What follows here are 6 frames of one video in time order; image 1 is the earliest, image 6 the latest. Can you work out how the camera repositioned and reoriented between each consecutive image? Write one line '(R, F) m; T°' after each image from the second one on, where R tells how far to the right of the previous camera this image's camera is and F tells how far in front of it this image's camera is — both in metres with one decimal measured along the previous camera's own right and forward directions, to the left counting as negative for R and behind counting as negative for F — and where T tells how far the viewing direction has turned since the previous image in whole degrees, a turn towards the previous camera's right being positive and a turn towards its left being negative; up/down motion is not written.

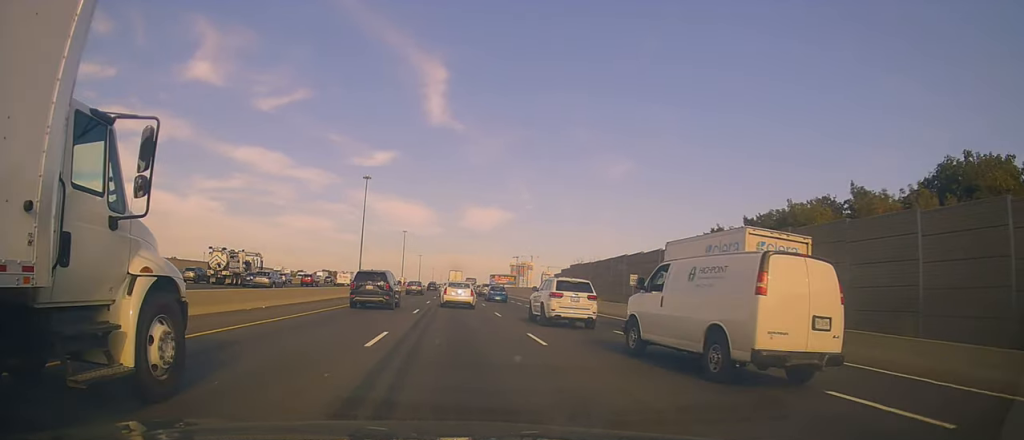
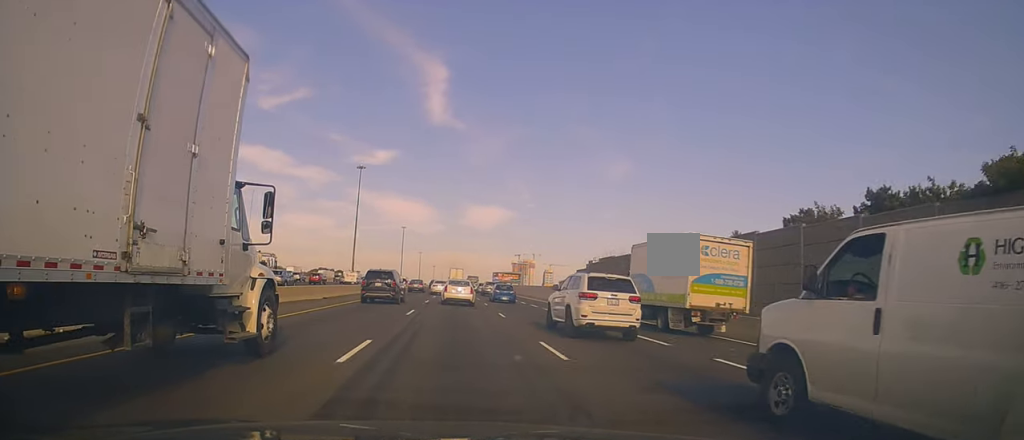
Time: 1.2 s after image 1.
(-0.2, +14.3) m; -2°
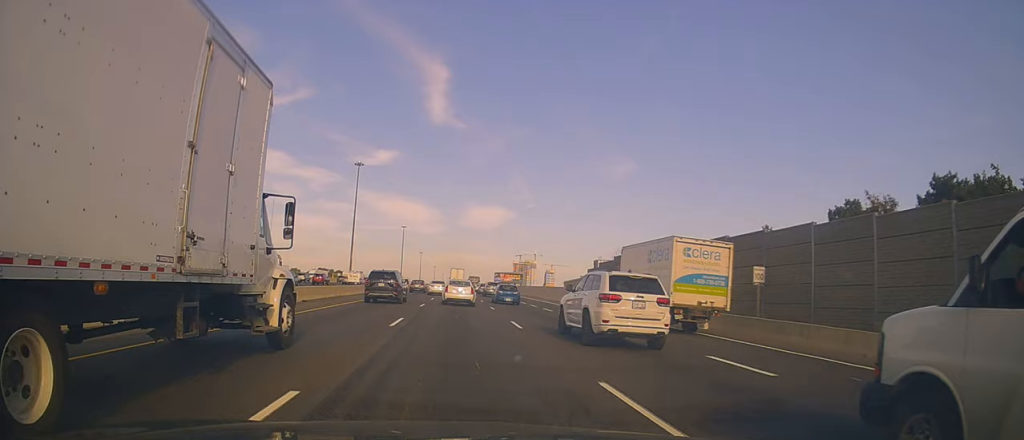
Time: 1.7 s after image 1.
(0.0, +5.2) m; -1°
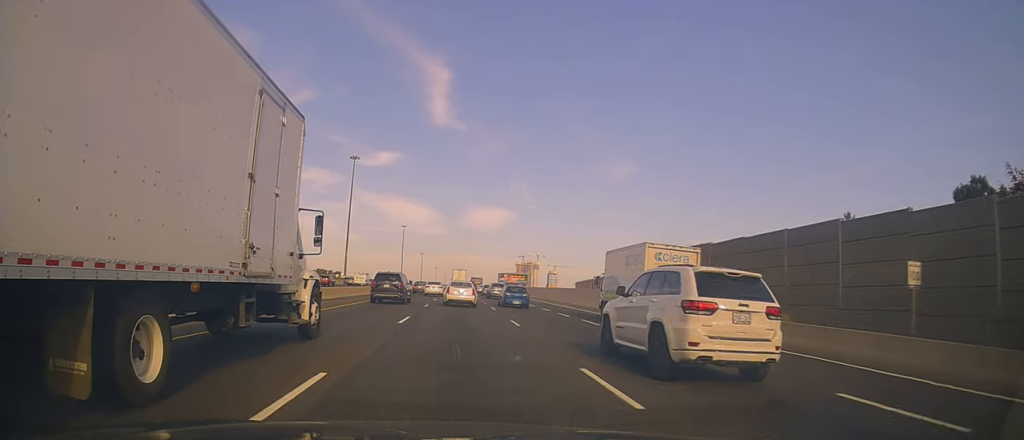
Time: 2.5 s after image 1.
(-0.1, +10.8) m; +2°
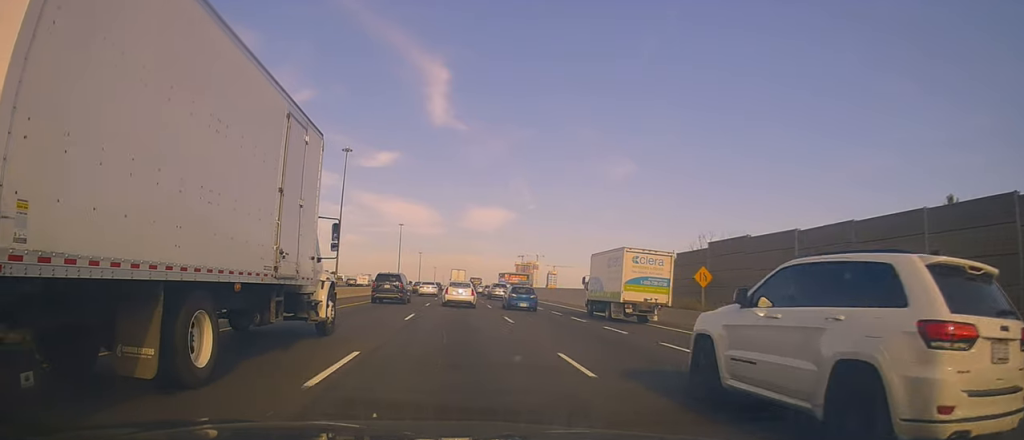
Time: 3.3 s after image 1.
(+0.3, +9.8) m; +1°
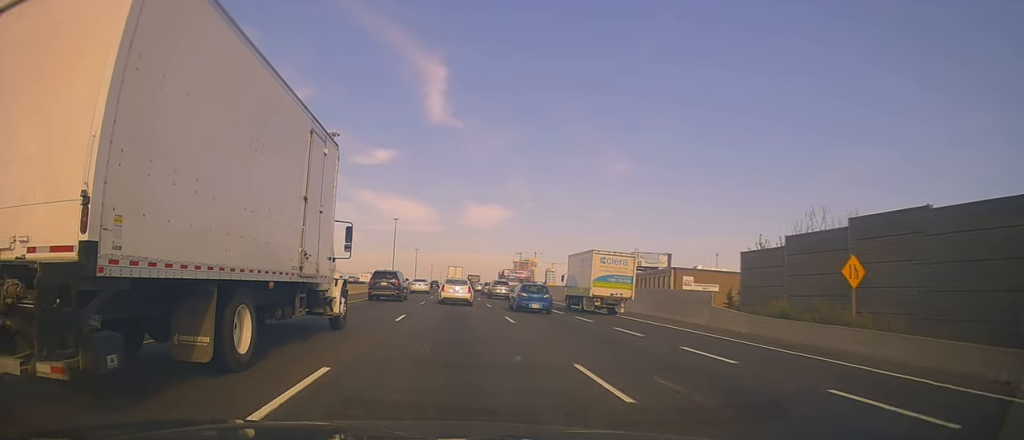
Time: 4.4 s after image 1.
(+0.2, +14.0) m; -1°
